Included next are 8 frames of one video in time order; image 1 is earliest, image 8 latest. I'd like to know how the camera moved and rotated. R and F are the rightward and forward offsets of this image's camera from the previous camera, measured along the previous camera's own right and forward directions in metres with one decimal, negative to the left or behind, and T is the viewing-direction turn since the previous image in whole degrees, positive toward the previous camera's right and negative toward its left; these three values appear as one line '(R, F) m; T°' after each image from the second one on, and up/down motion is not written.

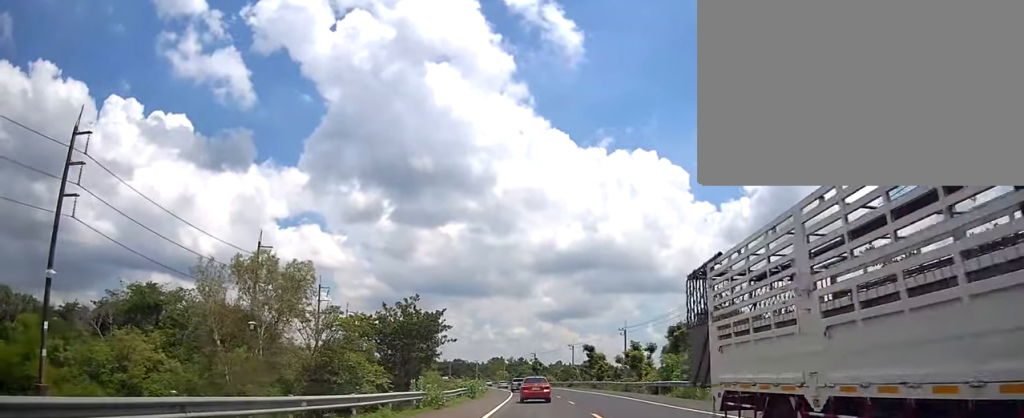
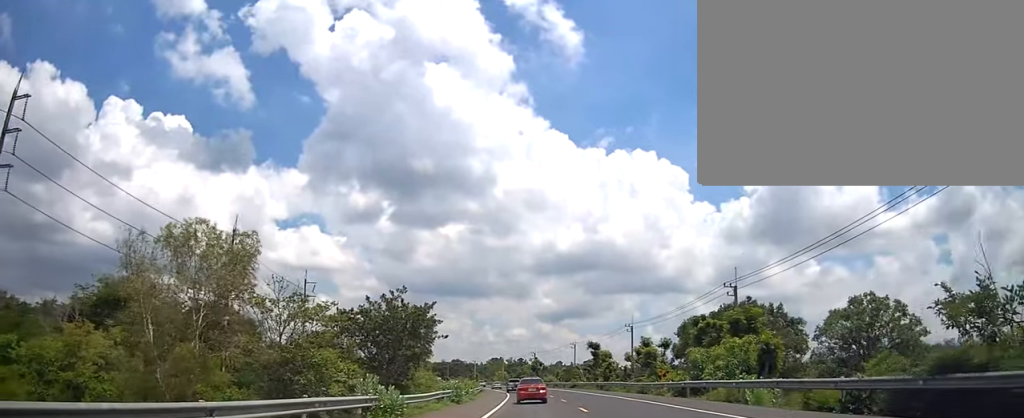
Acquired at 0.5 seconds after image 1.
(0.0, +7.2) m; 0°
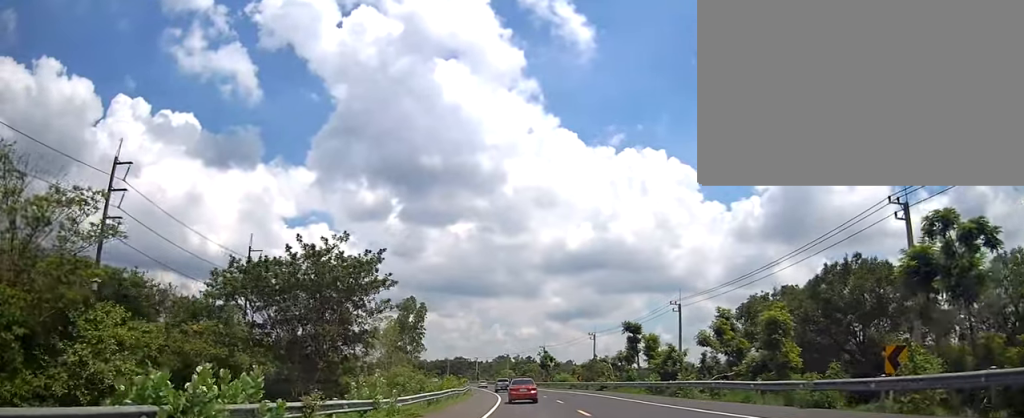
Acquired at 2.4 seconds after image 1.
(-0.1, +25.7) m; 0°
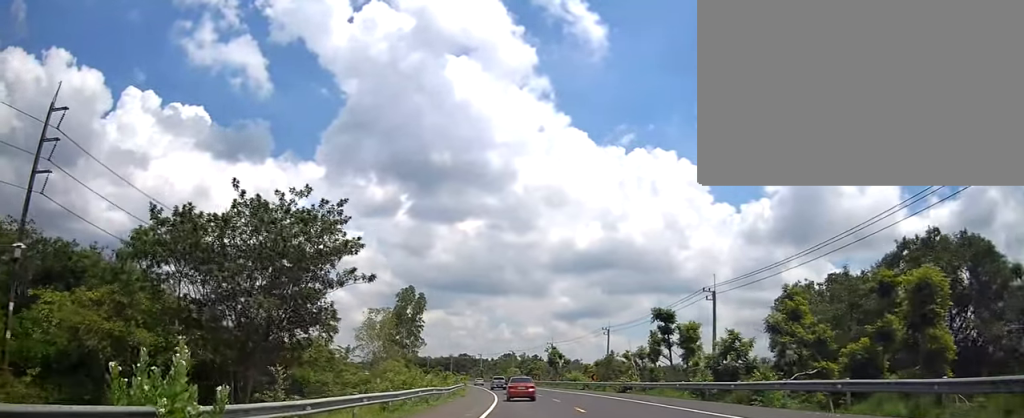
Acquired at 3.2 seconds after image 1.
(0.0, +10.1) m; 0°
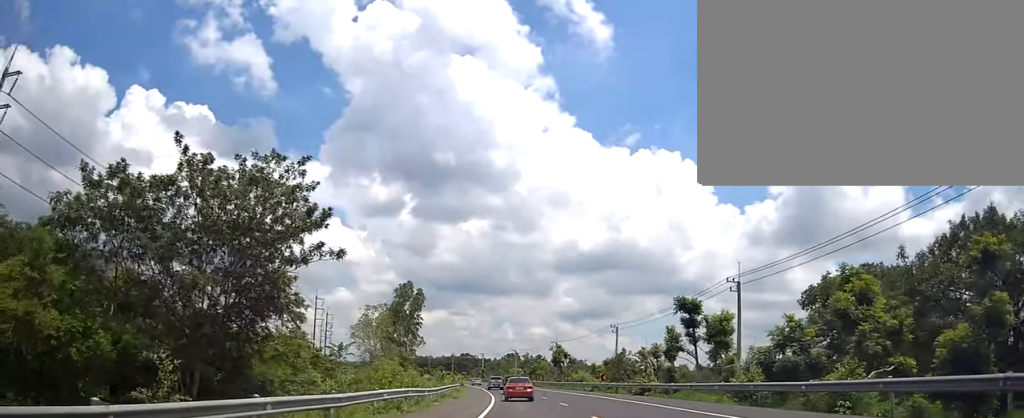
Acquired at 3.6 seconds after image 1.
(0.0, +5.8) m; 0°
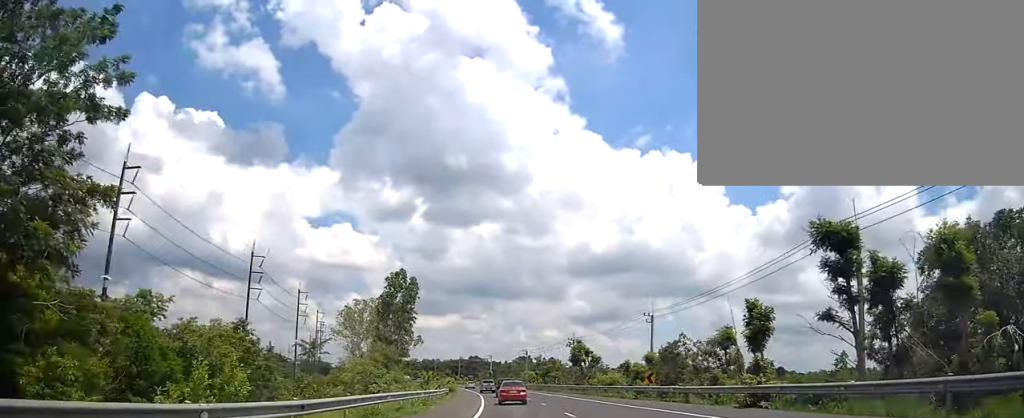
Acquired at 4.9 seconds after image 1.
(0.0, +17.6) m; -1°
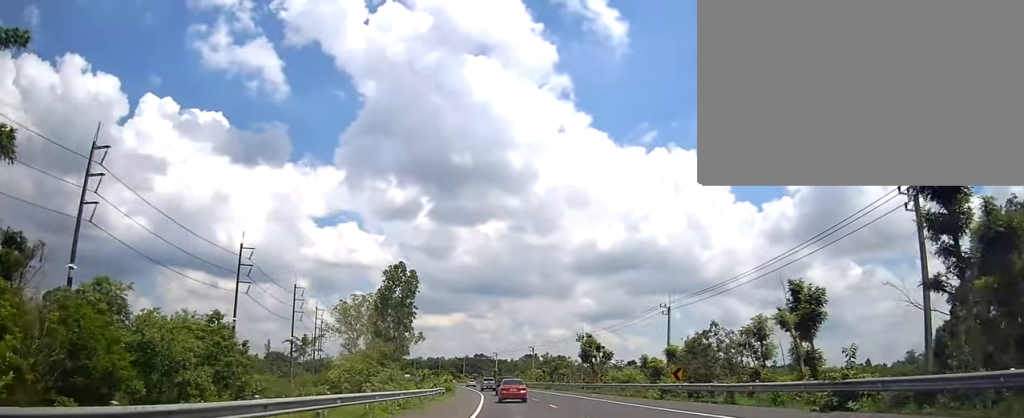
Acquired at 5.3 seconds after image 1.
(+0.2, +5.5) m; -1°
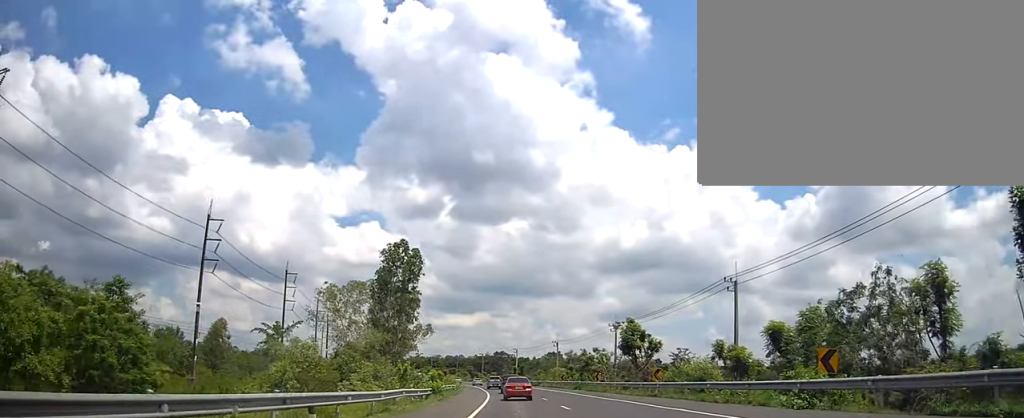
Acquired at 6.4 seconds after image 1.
(-0.7, +15.3) m; -3°
